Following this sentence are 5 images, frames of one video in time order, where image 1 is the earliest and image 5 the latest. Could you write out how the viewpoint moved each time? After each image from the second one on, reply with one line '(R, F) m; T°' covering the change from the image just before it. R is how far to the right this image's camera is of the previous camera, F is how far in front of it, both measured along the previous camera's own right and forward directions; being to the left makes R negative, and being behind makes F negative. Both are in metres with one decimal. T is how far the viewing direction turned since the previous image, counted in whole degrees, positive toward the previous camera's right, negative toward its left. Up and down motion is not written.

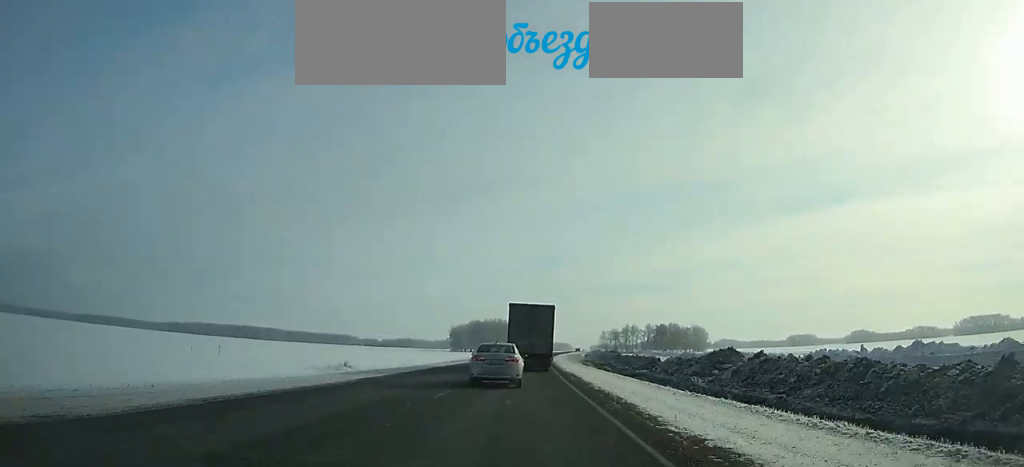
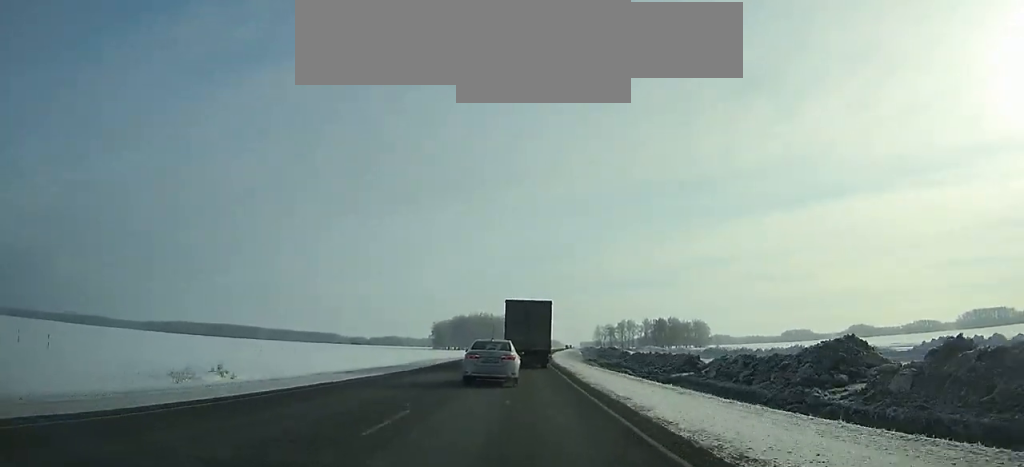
(+0.2, +28.8) m; +1°
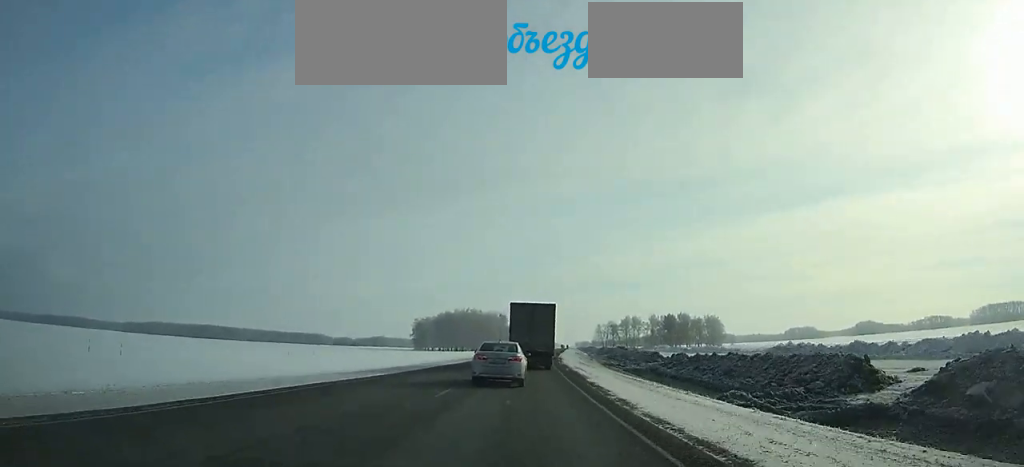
(+0.4, +41.1) m; +1°
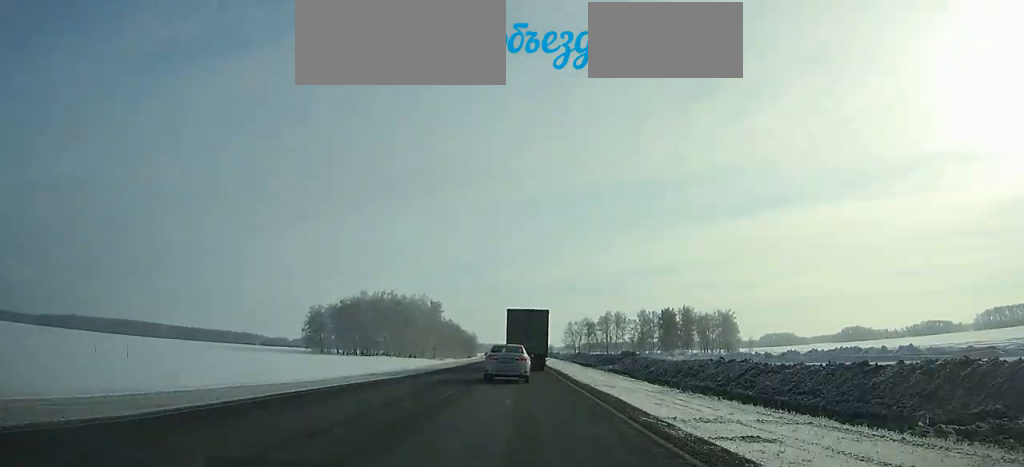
(+2.9, +94.3) m; +3°
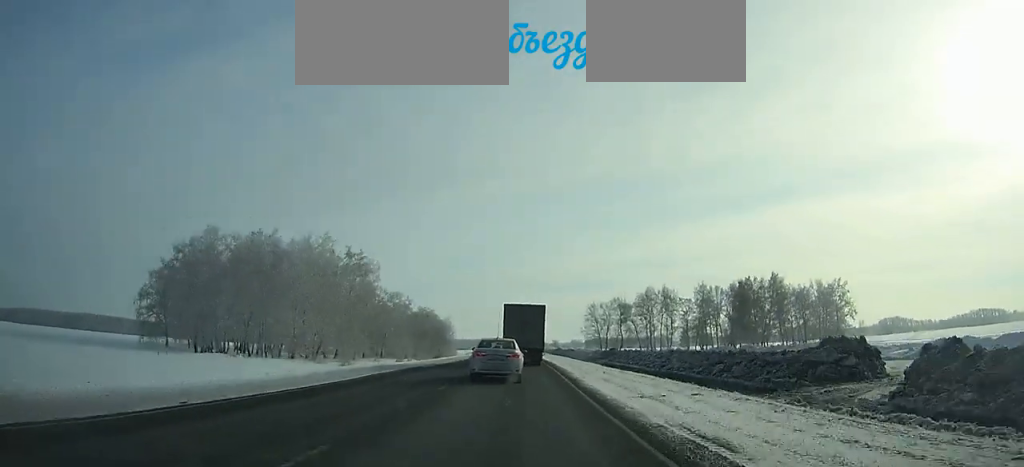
(0.0, +87.7) m; 0°
